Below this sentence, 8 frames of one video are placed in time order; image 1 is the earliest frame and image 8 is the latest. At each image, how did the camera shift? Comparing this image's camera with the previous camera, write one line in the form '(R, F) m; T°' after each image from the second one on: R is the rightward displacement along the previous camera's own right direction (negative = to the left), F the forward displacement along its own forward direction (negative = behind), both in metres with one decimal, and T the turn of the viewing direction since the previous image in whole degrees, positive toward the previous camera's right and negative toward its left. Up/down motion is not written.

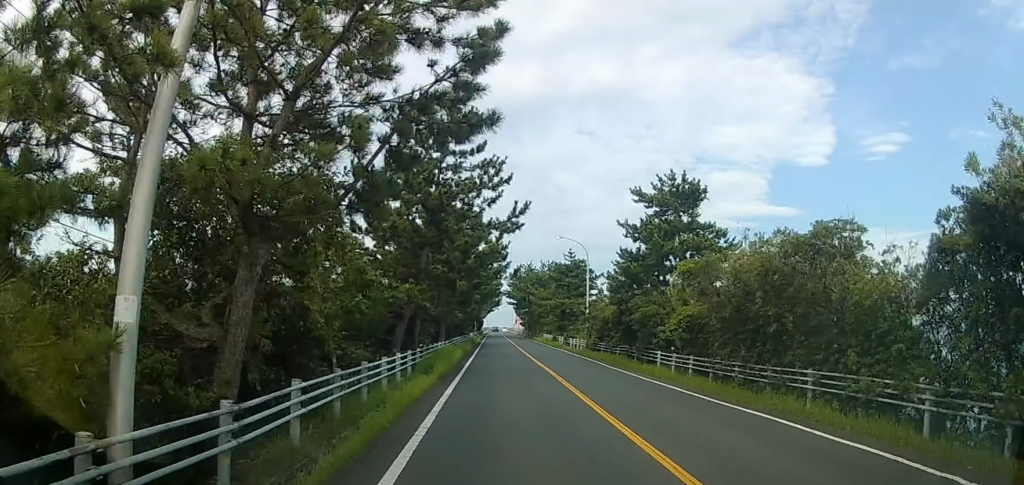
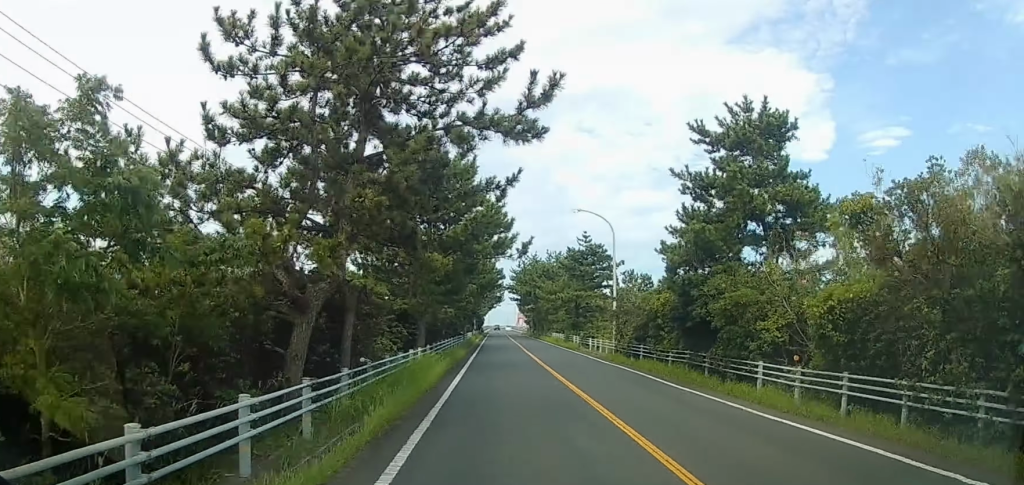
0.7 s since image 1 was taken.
(0.0, +9.7) m; 0°
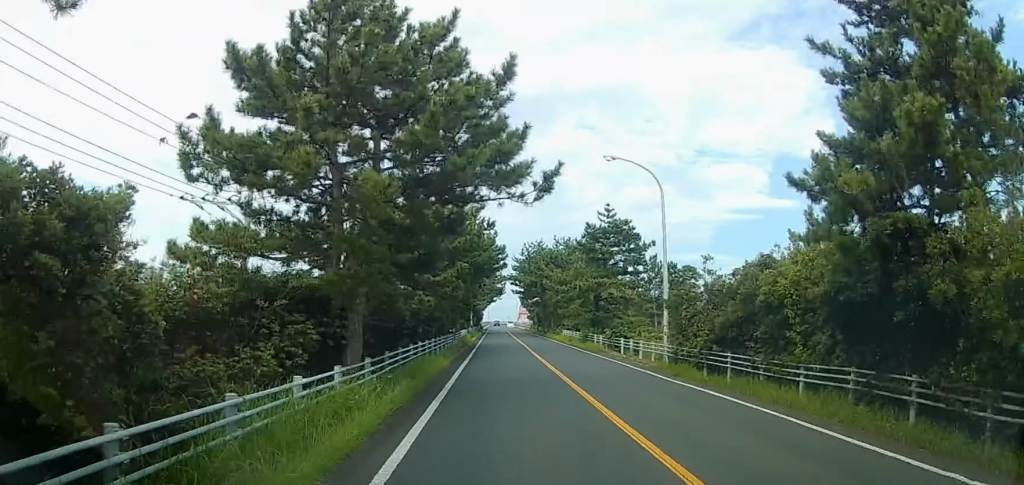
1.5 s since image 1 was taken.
(0.0, +10.6) m; 0°
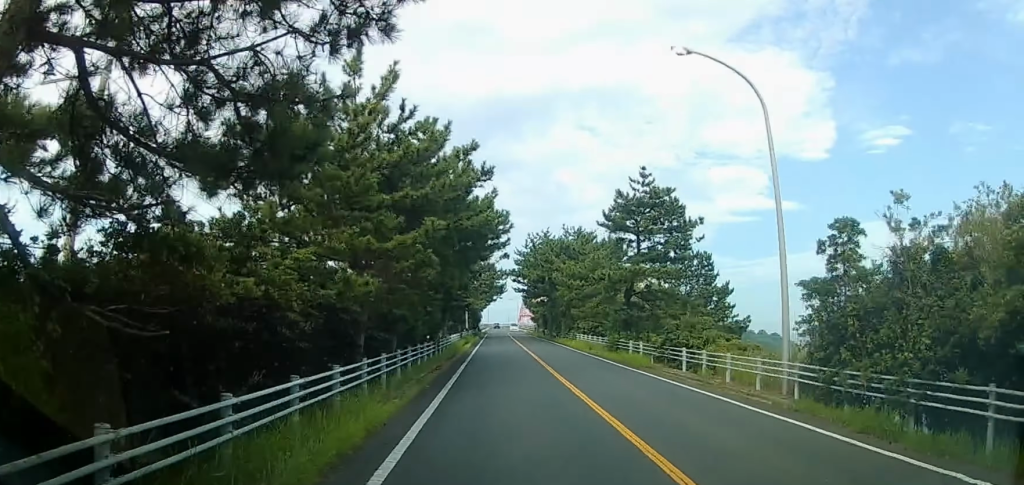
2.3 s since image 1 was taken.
(0.0, +9.6) m; 0°
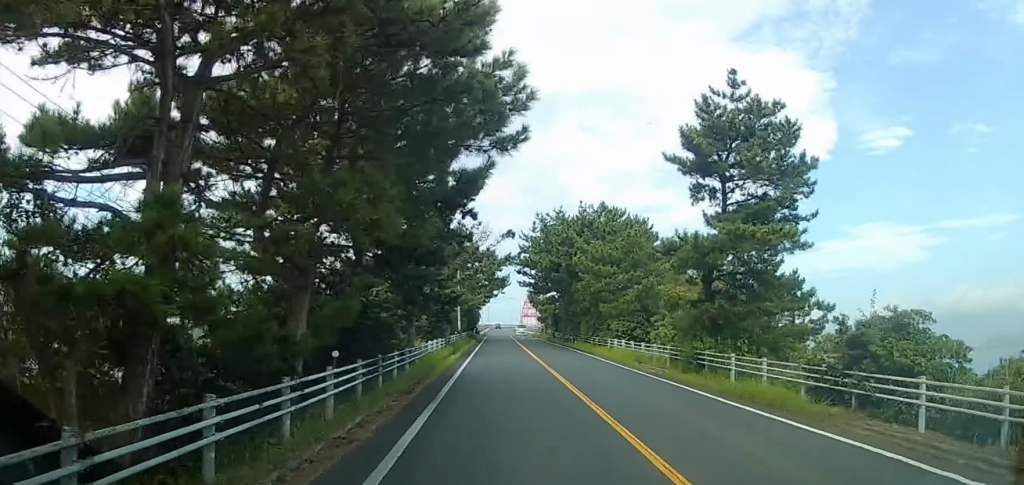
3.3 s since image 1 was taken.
(0.0, +12.9) m; +2°
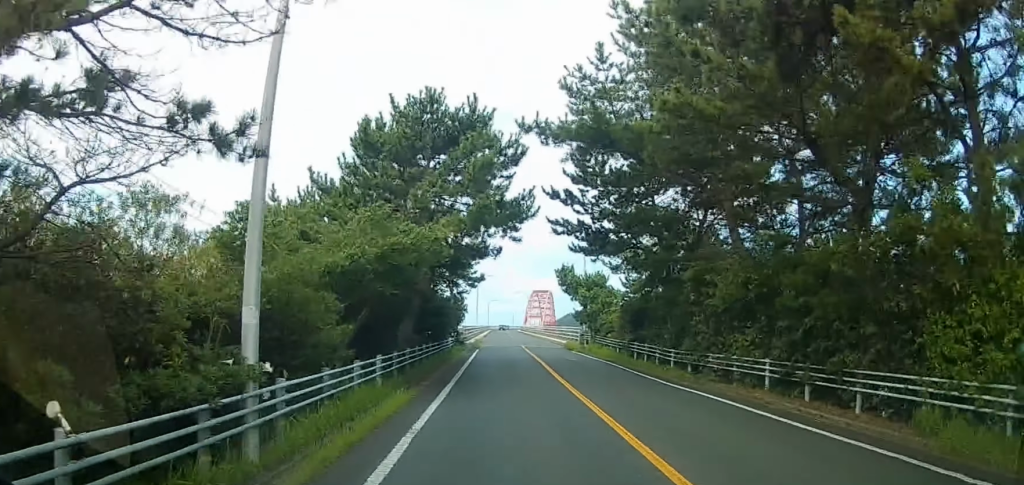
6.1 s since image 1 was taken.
(+0.4, +34.7) m; 0°
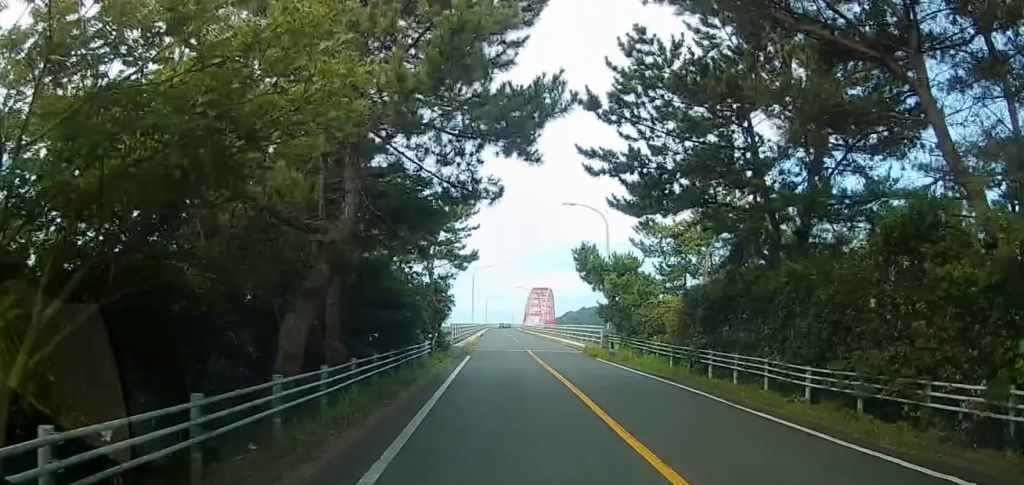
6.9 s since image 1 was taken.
(-0.3, +9.4) m; -2°
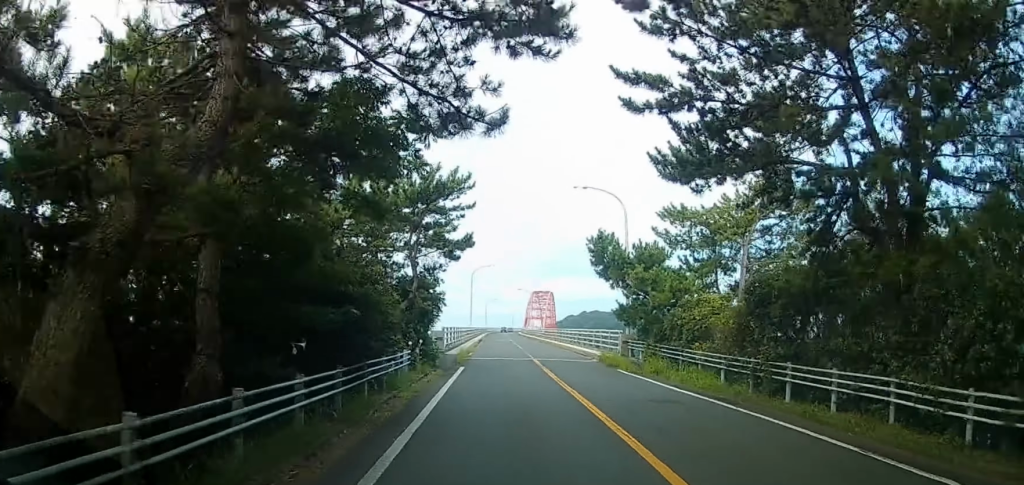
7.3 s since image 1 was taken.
(-0.1, +4.6) m; -1°
